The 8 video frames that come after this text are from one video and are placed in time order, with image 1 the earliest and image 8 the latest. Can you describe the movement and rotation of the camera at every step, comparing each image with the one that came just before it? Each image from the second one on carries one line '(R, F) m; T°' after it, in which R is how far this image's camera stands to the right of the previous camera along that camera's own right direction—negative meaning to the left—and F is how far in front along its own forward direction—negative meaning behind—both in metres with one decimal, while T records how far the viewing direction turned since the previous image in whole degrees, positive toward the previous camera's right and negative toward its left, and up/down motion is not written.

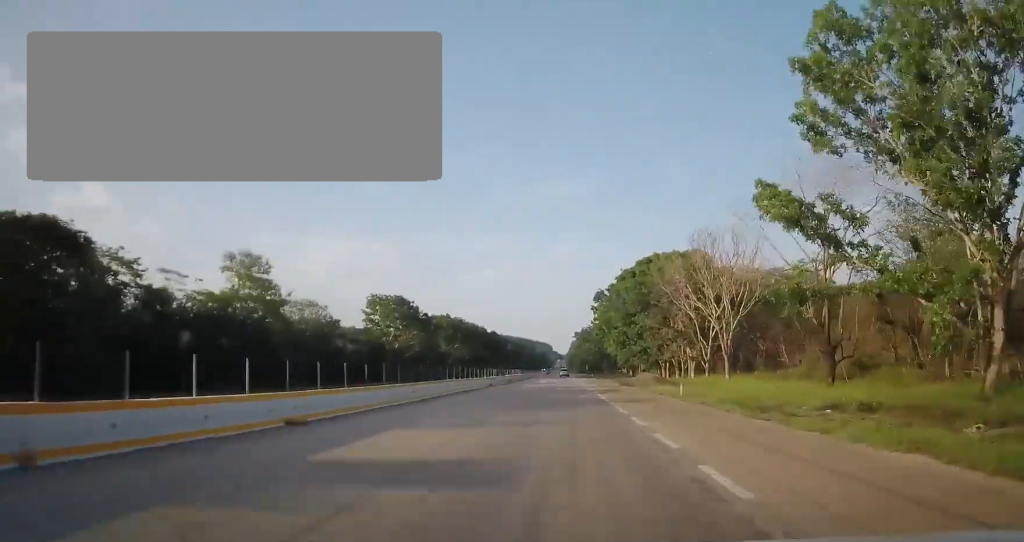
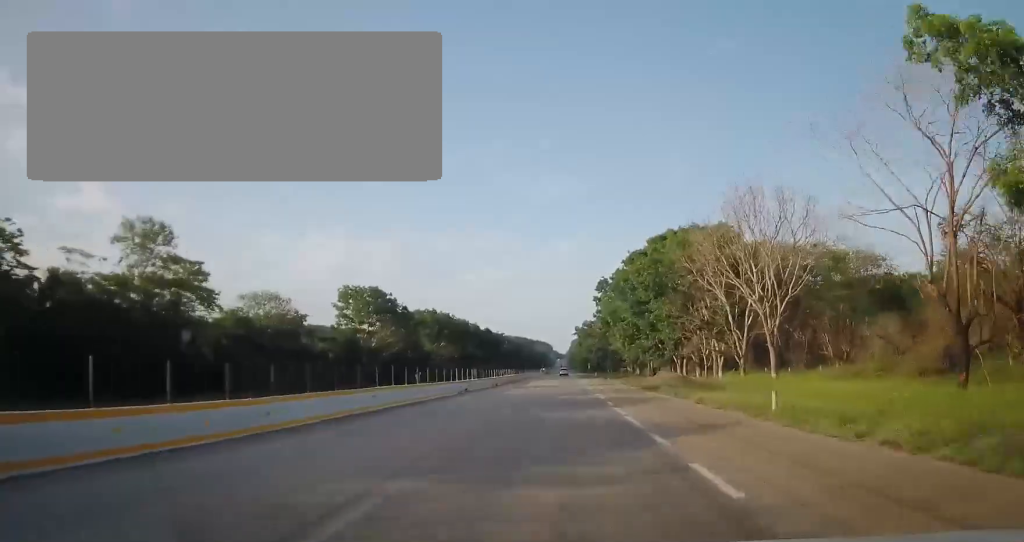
(0.0, +12.6) m; 0°
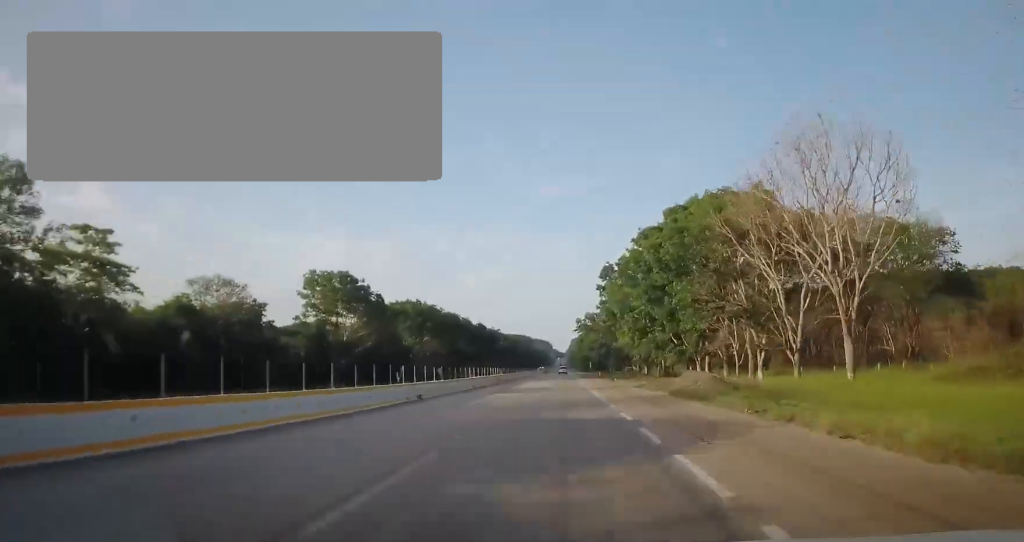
(0.0, +12.0) m; 0°
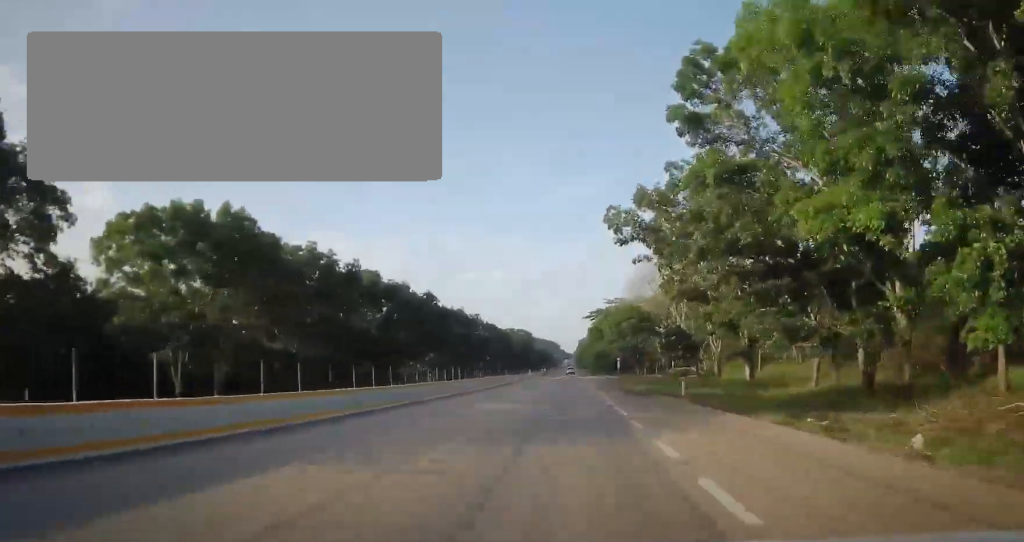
(+1.2, +57.6) m; +1°
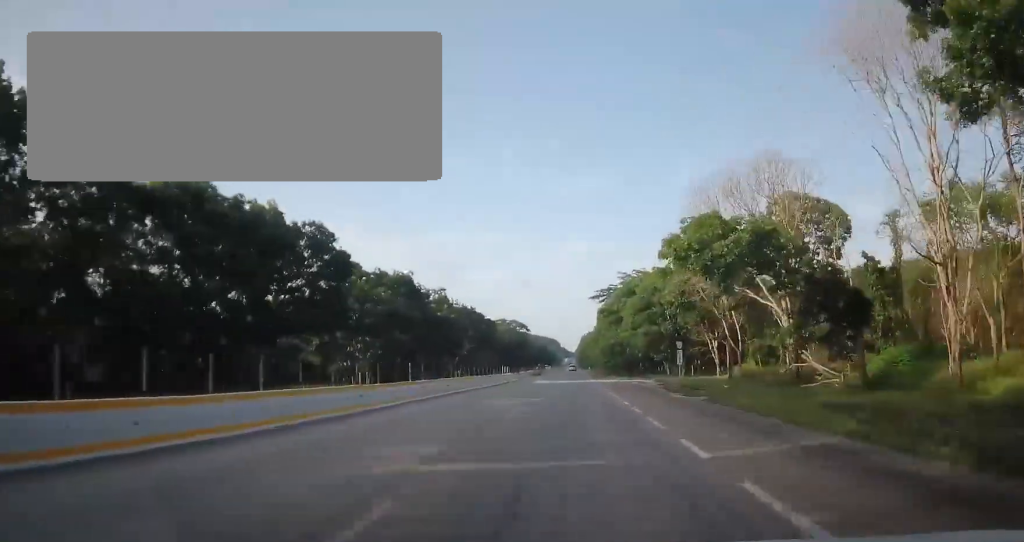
(-1.1, +38.0) m; -2°
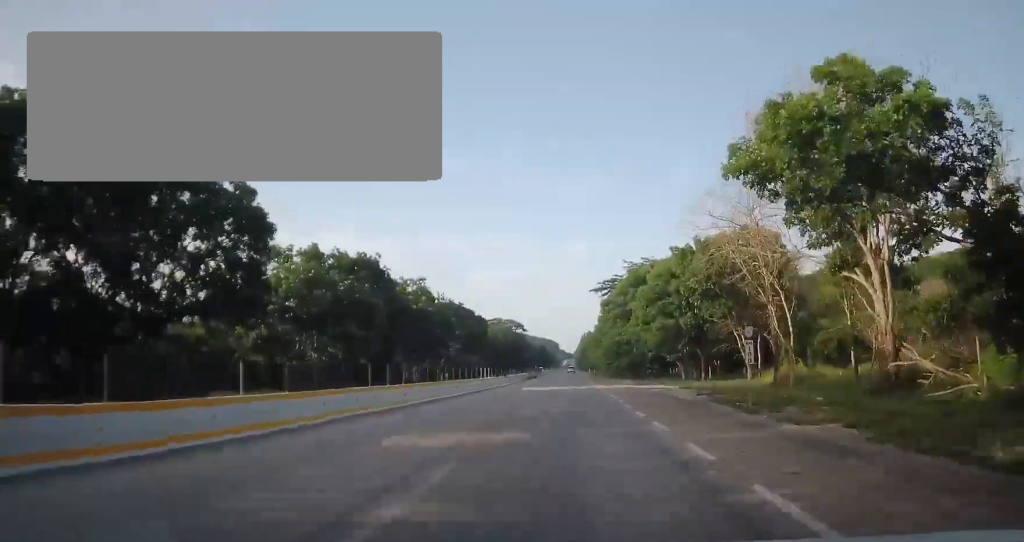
(-0.2, +12.8) m; 0°
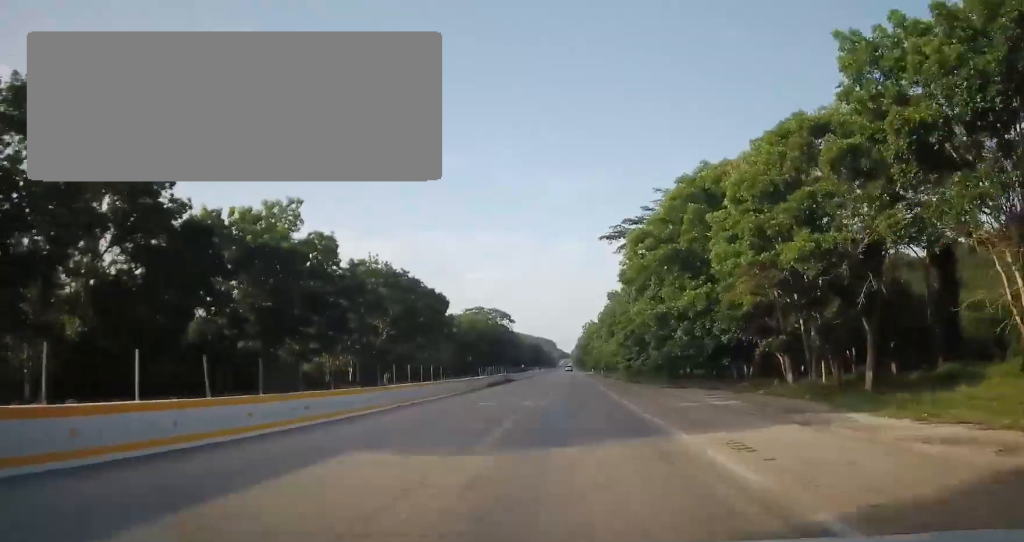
(+0.2, +38.8) m; +1°
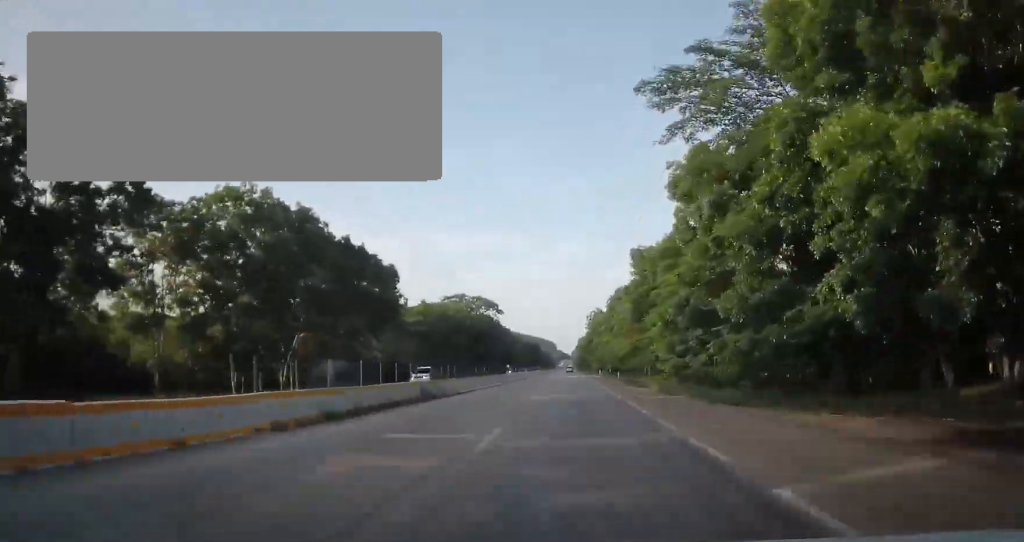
(+0.4, +31.9) m; 0°
